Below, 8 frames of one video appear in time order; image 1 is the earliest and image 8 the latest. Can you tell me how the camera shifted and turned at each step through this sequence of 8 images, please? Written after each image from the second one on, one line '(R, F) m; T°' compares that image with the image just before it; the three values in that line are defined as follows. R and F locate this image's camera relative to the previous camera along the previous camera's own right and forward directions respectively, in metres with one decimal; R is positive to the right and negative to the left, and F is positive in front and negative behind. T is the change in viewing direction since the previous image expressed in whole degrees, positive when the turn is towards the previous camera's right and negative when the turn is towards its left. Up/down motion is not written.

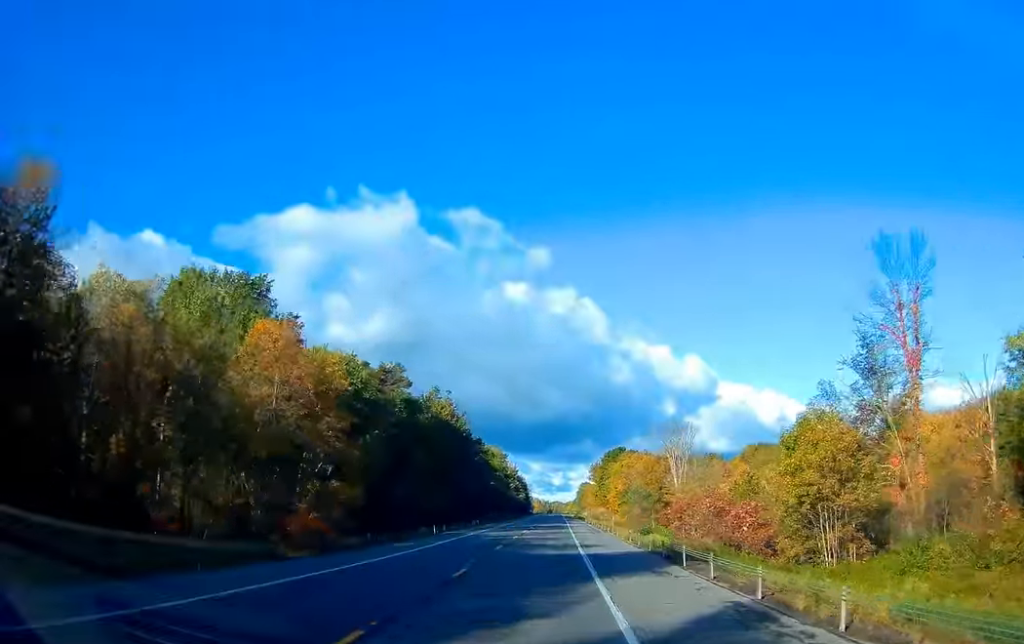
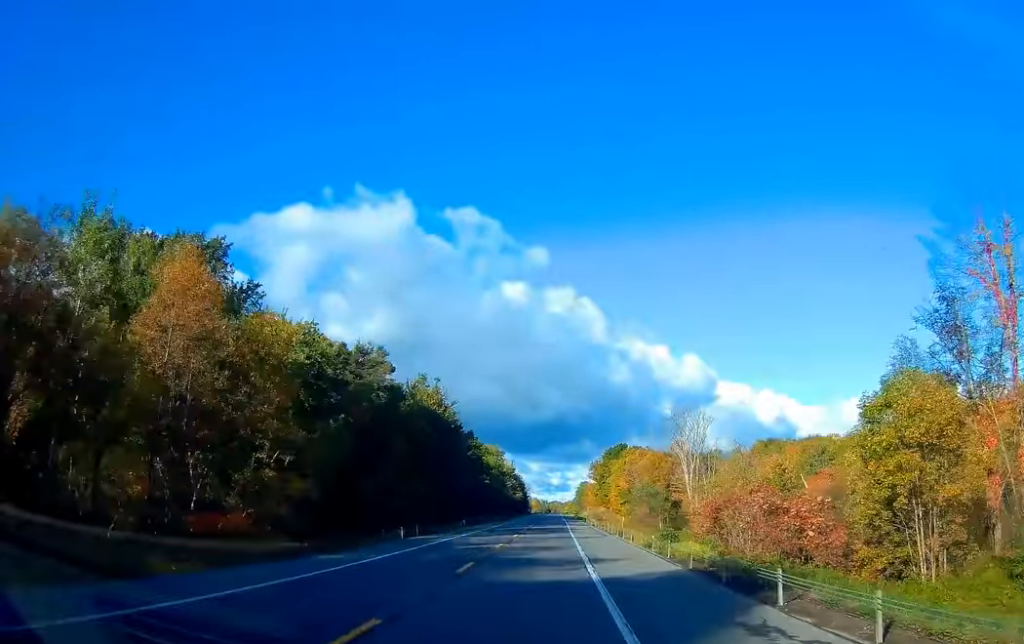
(0.0, +11.3) m; 0°
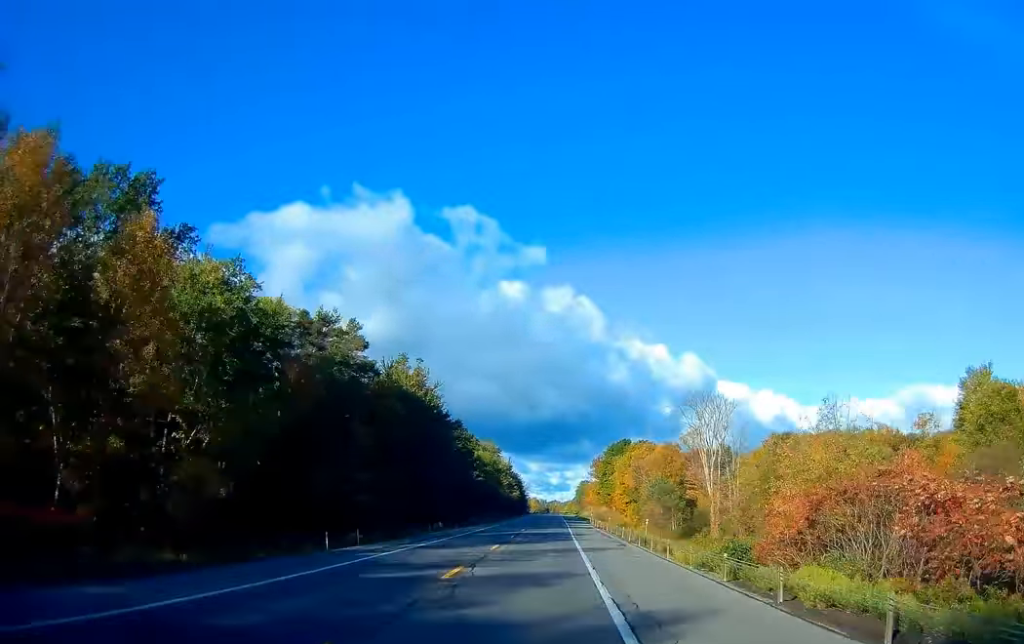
(0.0, +14.4) m; 0°
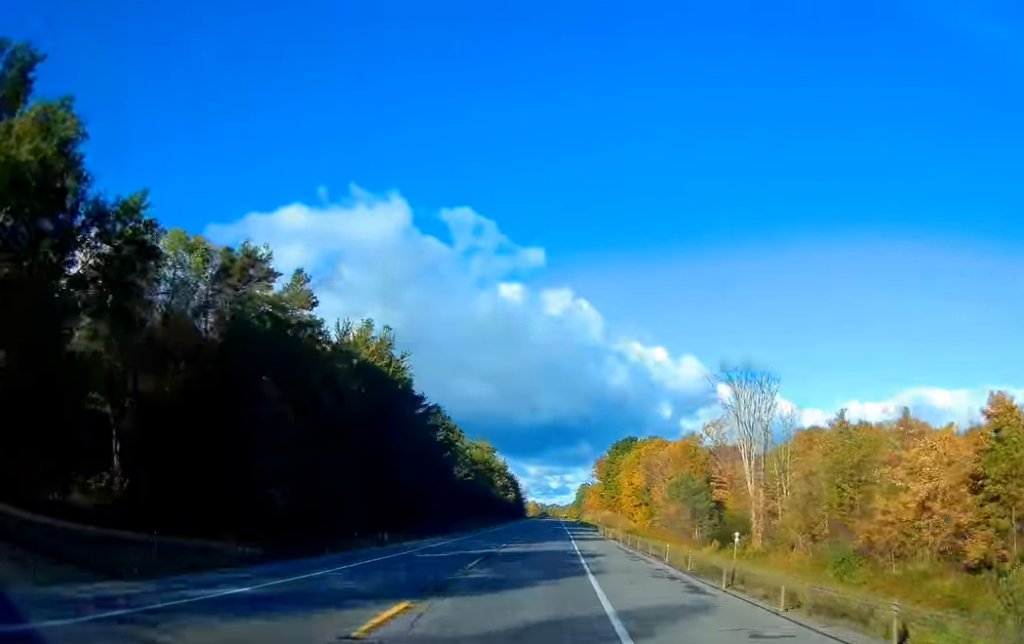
(0.0, +19.5) m; 0°
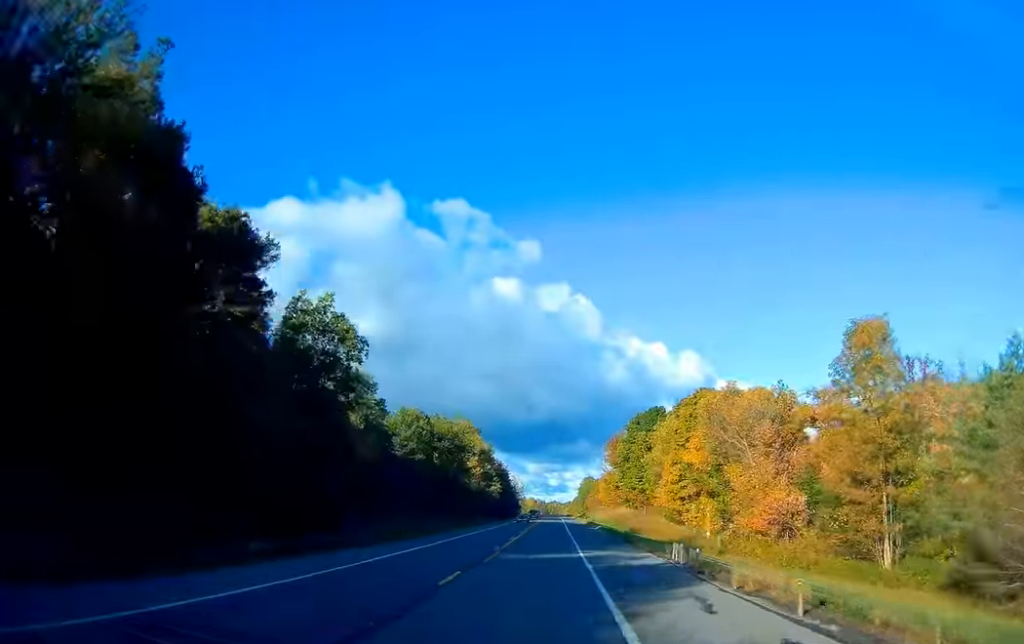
(-0.4, +54.5) m; 0°
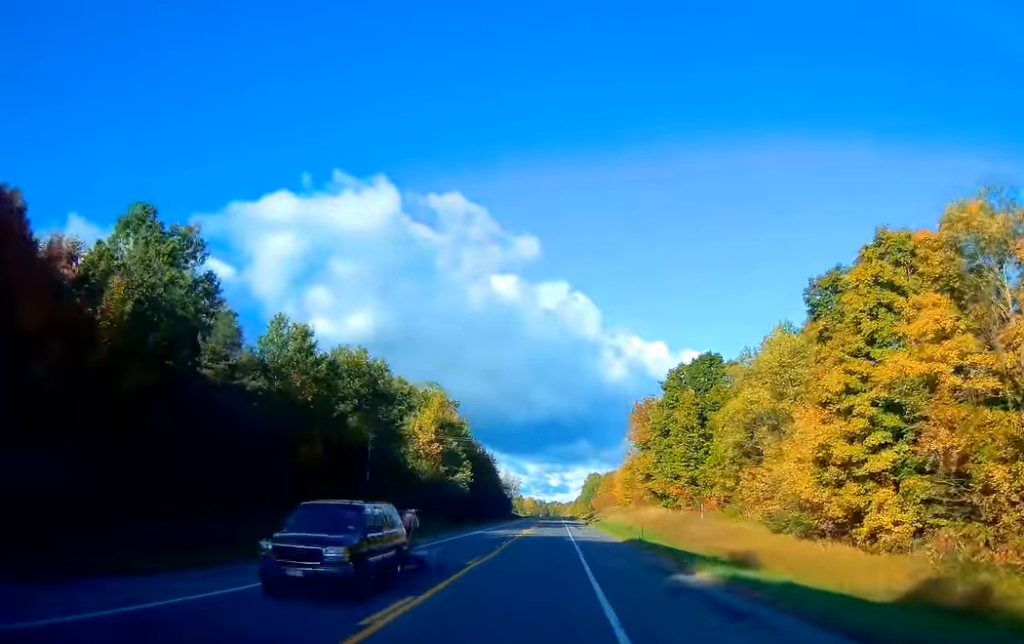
(+0.3, +54.5) m; 0°
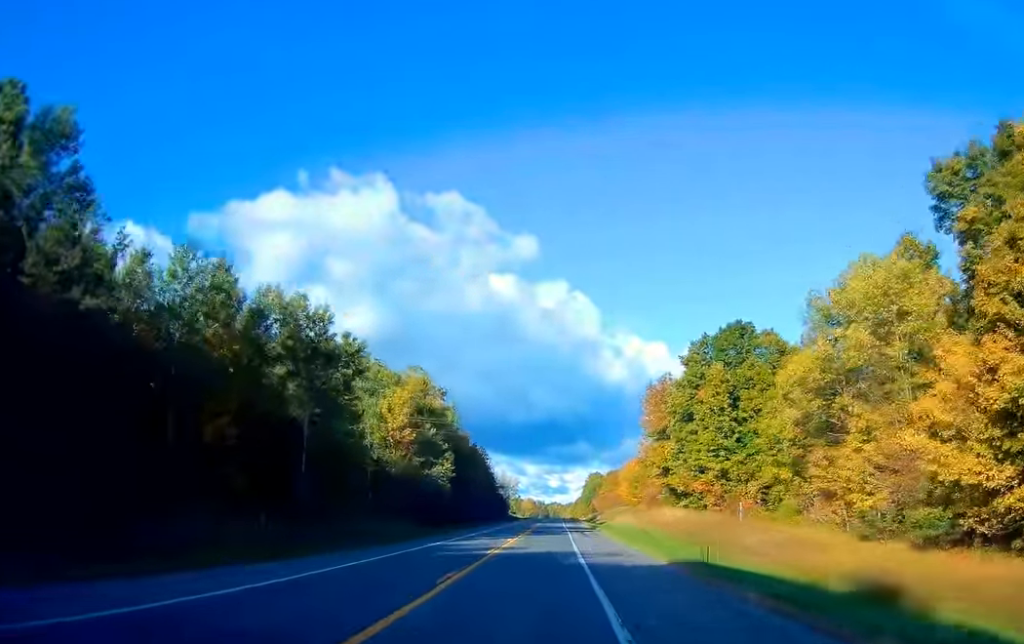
(0.0, +17.5) m; 0°
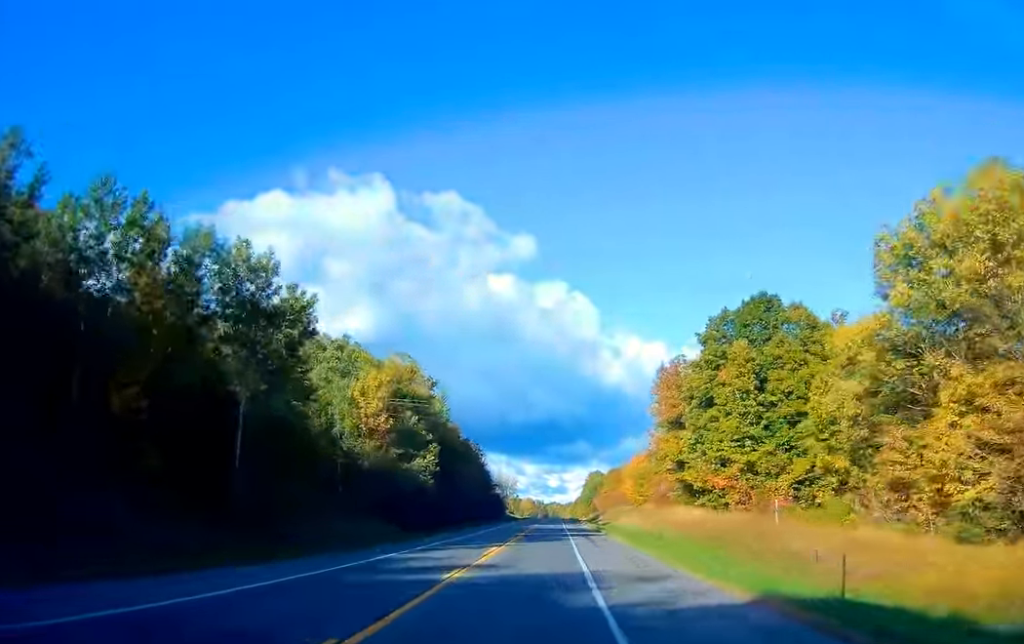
(+0.1, +11.3) m; 0°
